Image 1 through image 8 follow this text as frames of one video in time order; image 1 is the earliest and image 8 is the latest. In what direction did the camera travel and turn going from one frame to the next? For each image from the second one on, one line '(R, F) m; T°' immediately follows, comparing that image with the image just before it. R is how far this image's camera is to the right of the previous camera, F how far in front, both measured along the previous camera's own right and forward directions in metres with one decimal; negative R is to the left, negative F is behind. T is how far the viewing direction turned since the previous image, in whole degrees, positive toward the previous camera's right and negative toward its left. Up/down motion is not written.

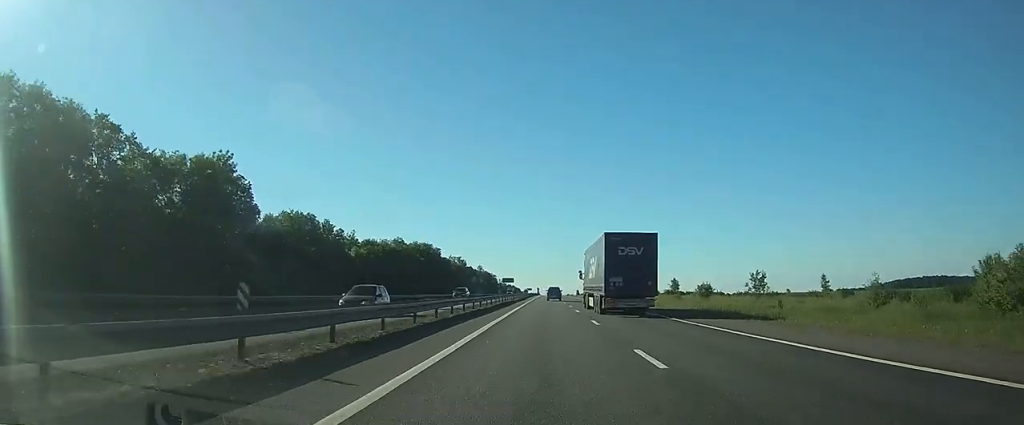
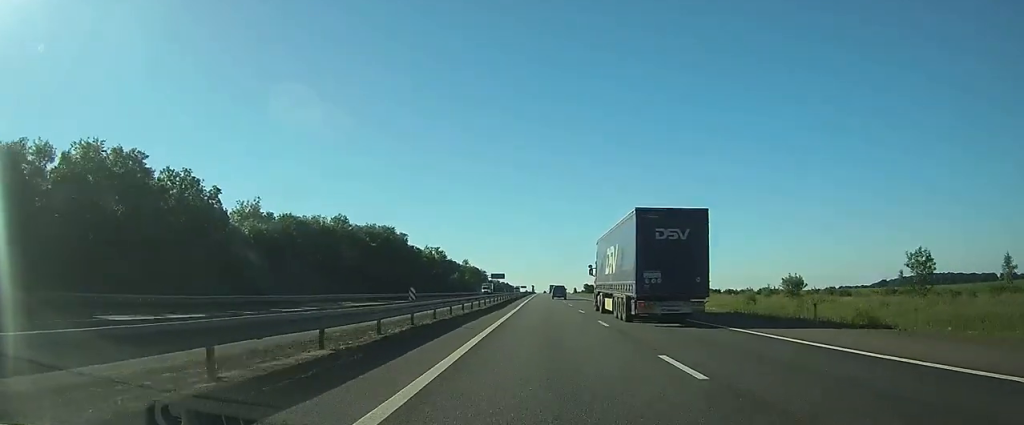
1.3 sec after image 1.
(+0.2, +37.7) m; 0°
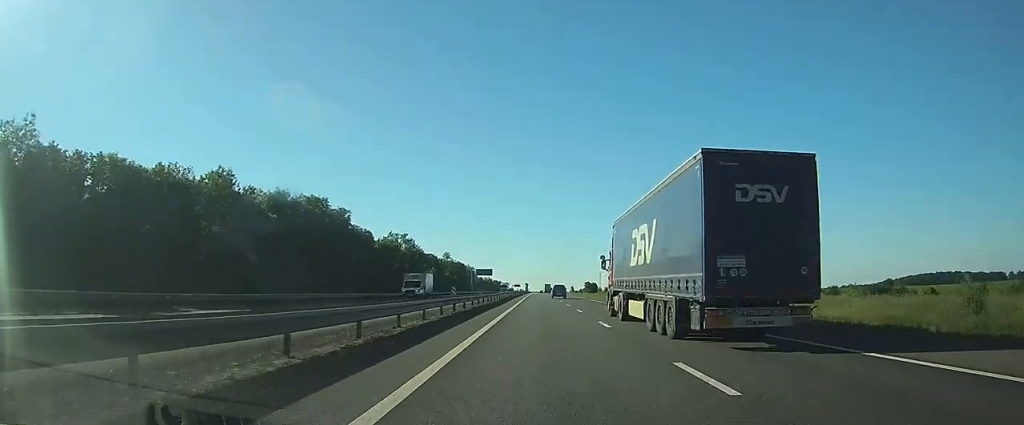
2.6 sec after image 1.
(0.0, +37.6) m; 0°
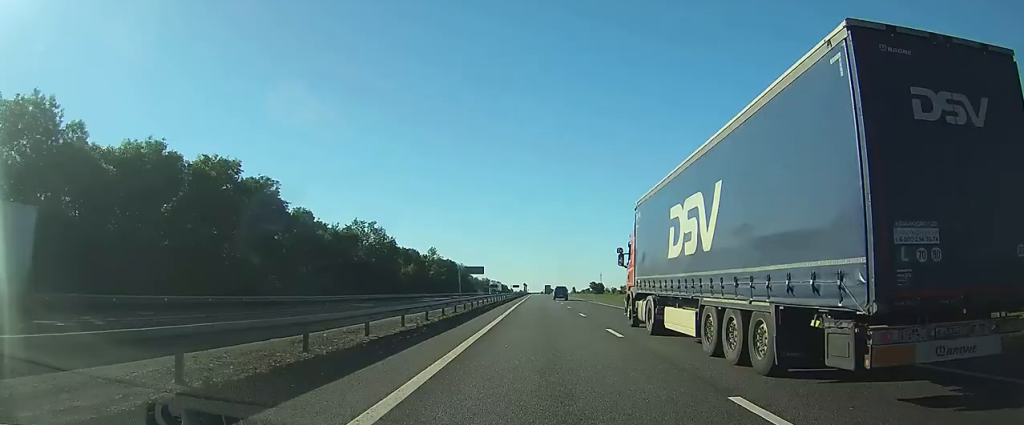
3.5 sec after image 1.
(0.0, +27.0) m; 0°
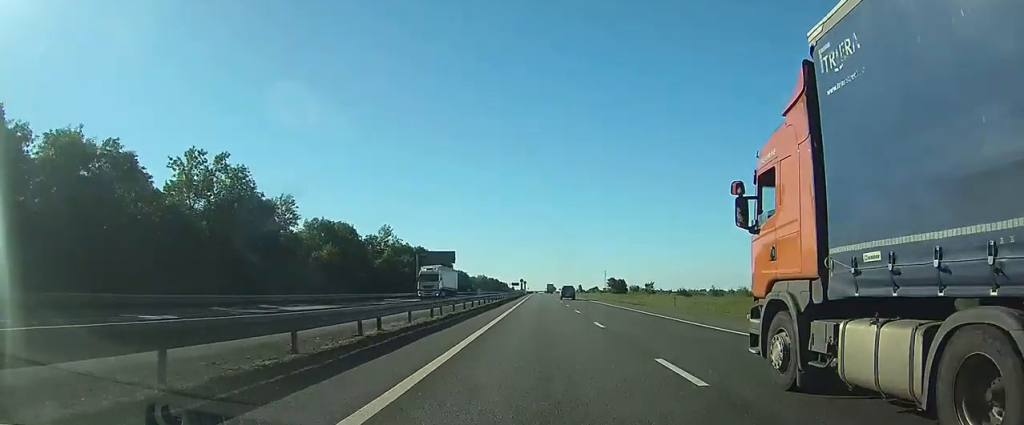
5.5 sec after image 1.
(0.0, +55.9) m; 0°
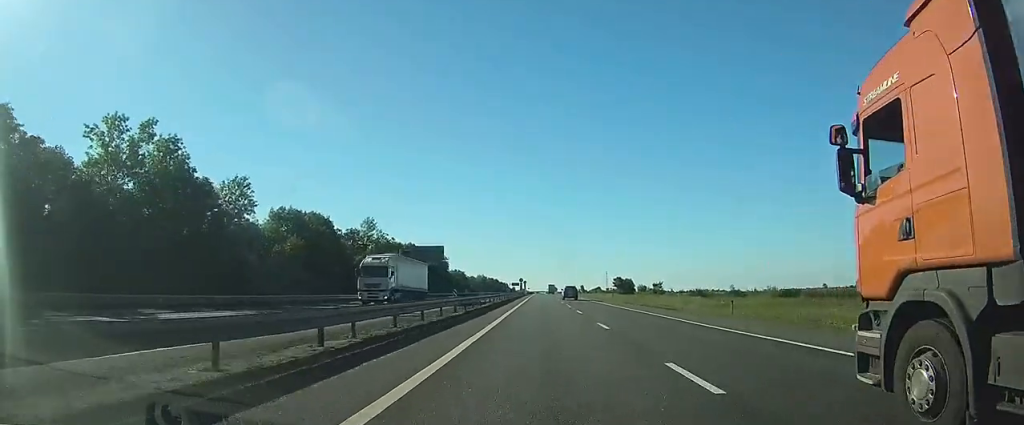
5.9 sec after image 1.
(0.0, +12.6) m; 0°
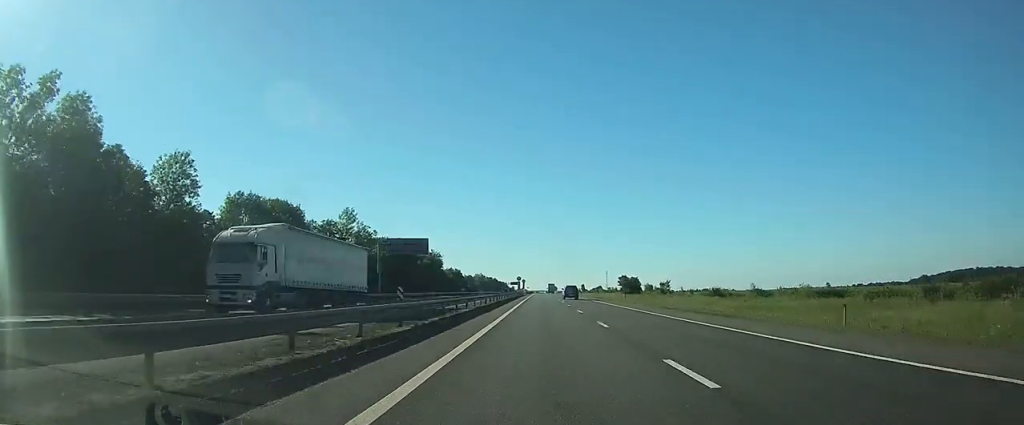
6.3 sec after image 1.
(0.0, +11.6) m; 0°
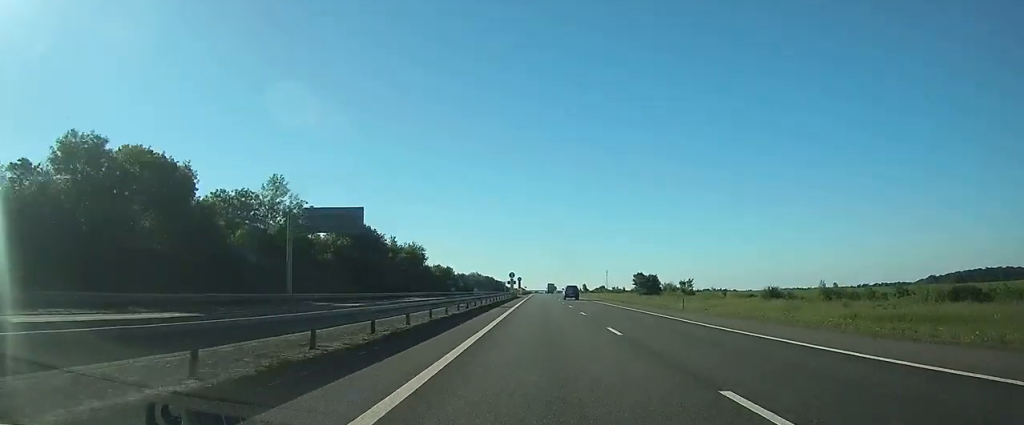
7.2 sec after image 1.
(0.0, +27.1) m; 0°
